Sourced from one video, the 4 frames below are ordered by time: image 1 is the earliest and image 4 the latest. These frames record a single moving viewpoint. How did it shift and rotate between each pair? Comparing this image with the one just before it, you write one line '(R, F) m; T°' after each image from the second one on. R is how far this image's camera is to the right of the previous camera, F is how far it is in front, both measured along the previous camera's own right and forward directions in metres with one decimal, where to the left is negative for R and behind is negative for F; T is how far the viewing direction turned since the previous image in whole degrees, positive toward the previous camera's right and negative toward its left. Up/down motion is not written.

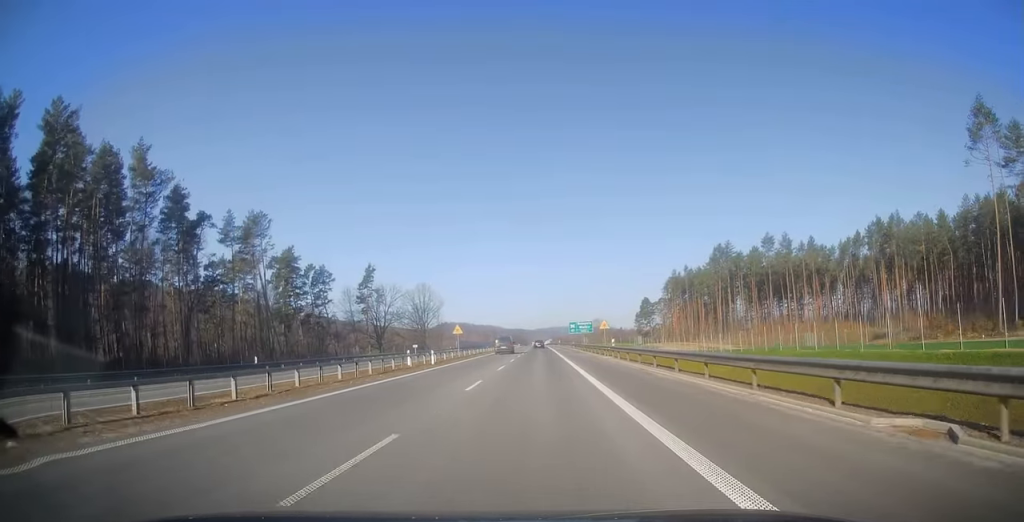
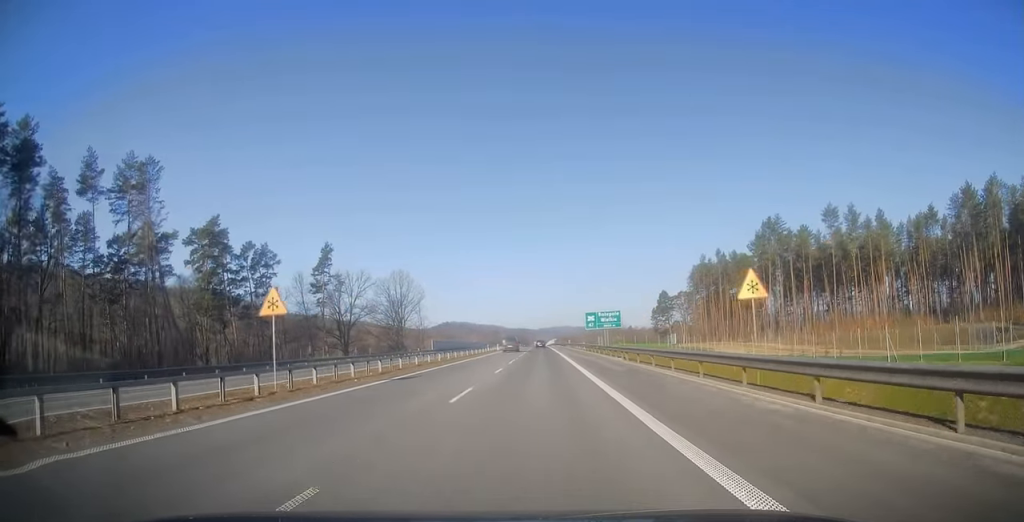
(+0.4, +39.1) m; 0°
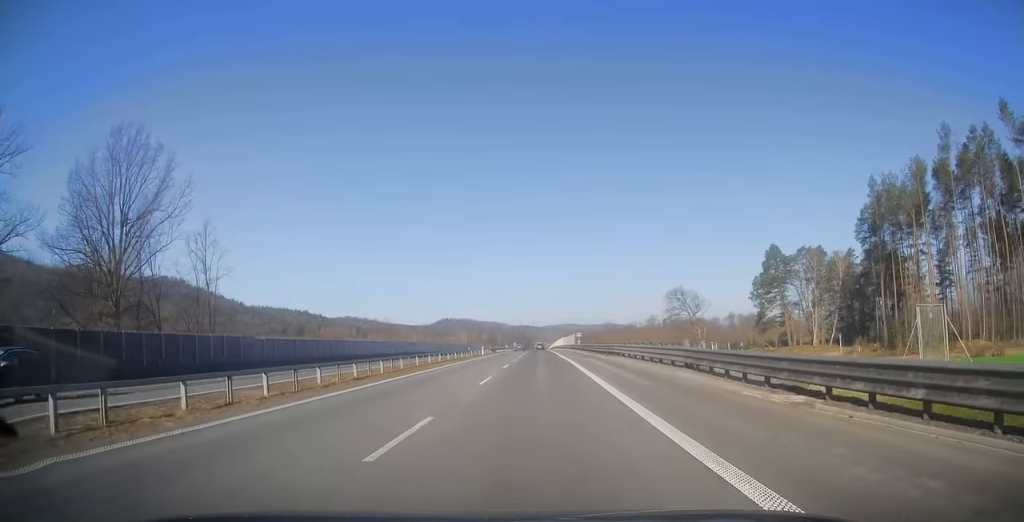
(-2.5, +125.7) m; -1°
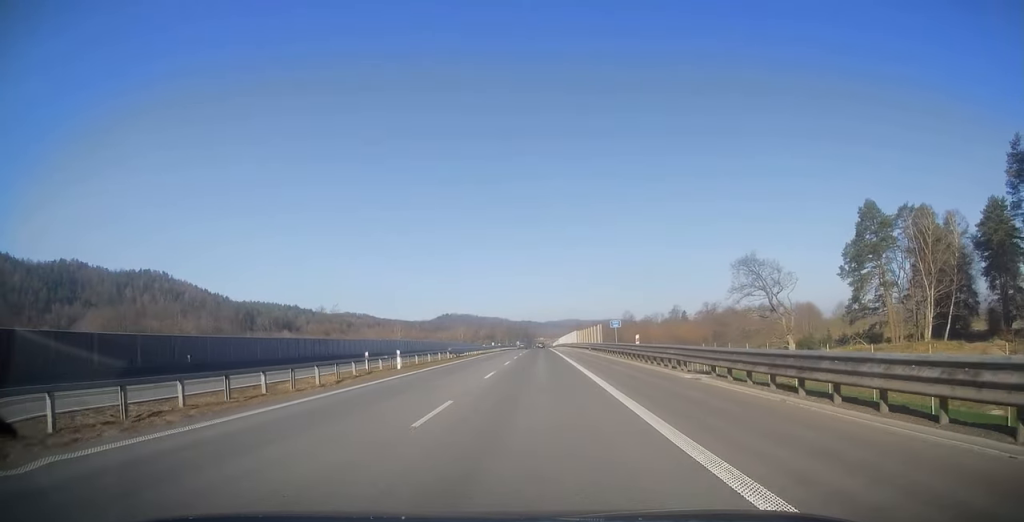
(-0.3, +44.9) m; 0°
